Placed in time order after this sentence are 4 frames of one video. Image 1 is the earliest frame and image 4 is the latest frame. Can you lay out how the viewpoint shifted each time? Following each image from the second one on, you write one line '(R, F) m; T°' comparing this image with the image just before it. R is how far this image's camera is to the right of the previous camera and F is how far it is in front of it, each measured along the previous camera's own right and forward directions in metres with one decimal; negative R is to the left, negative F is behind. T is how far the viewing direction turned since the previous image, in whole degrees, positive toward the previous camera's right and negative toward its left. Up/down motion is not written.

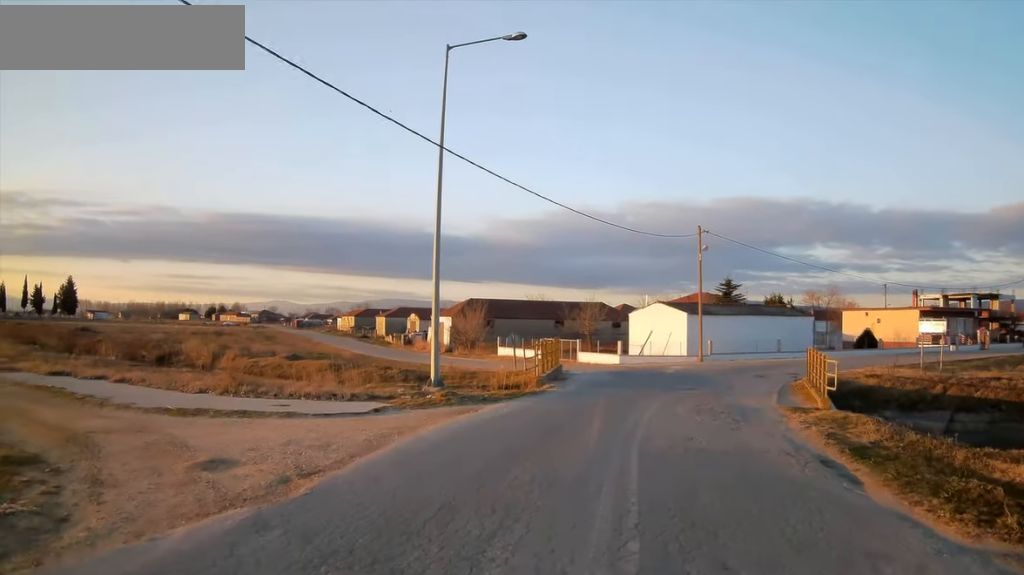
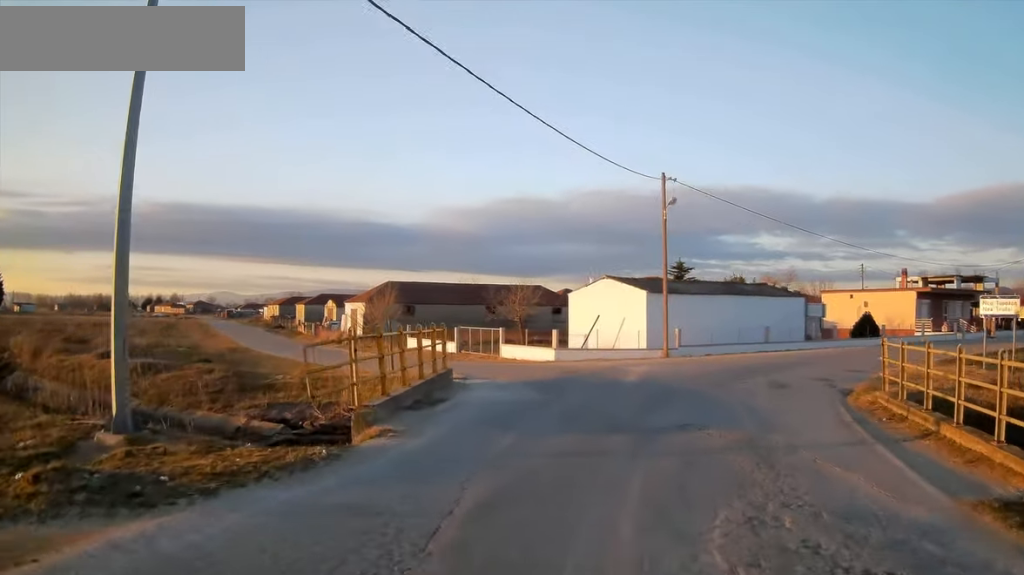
(+0.4, +11.0) m; +4°
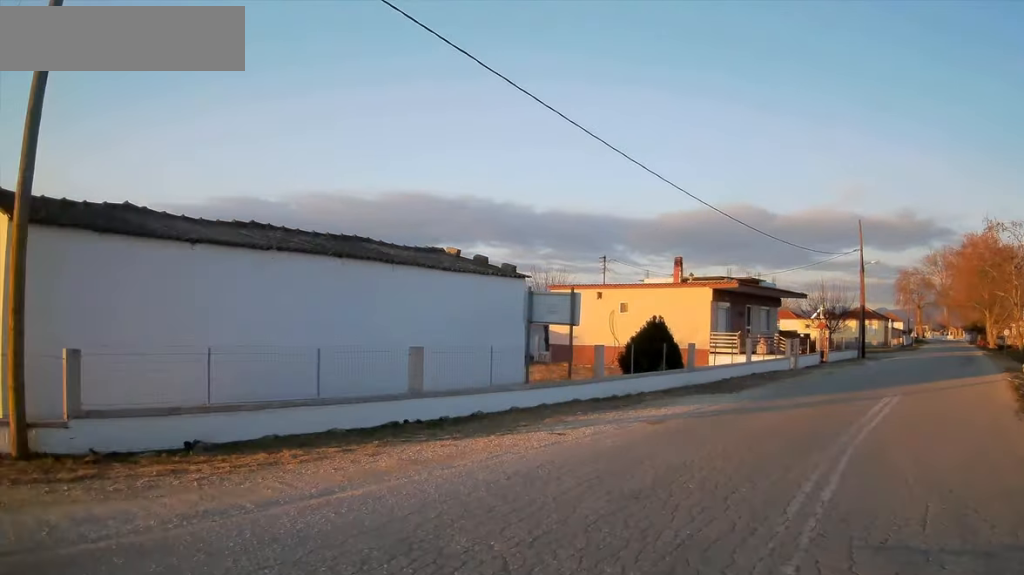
(+2.7, +23.2) m; +19°
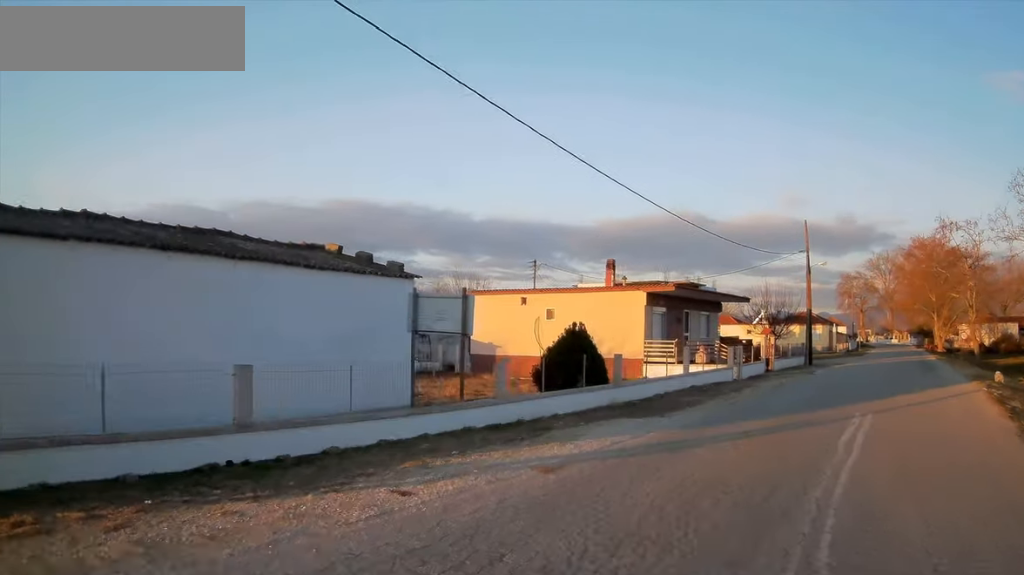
(0.0, +3.1) m; +6°
